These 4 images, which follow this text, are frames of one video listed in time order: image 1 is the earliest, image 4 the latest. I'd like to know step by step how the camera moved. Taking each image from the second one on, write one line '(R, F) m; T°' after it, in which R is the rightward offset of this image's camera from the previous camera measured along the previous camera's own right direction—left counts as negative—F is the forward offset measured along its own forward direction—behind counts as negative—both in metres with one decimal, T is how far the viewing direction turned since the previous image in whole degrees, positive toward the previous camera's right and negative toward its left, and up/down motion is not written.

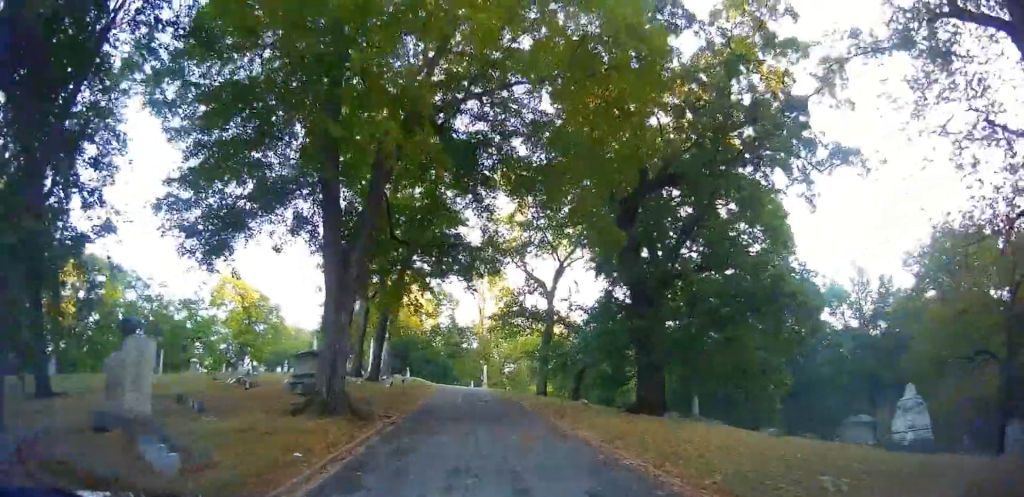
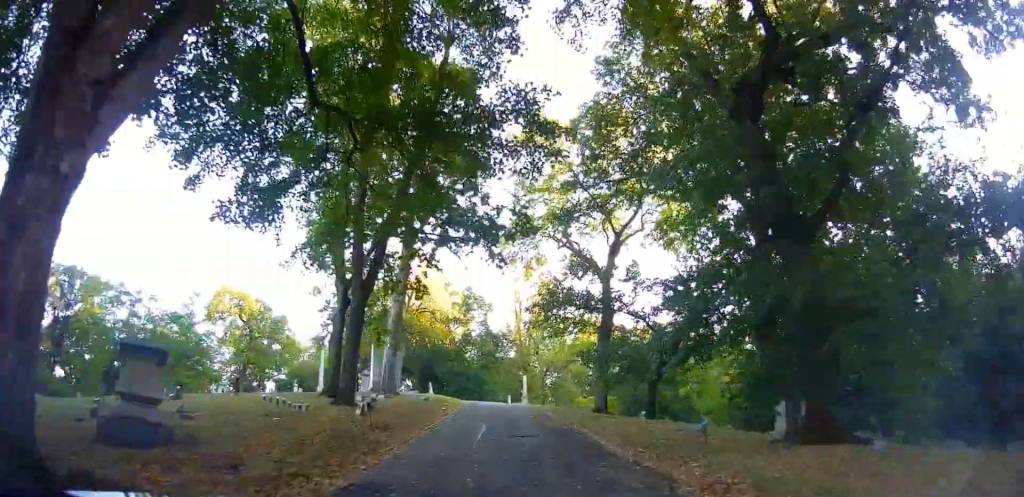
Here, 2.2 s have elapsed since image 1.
(-0.8, +11.2) m; +2°
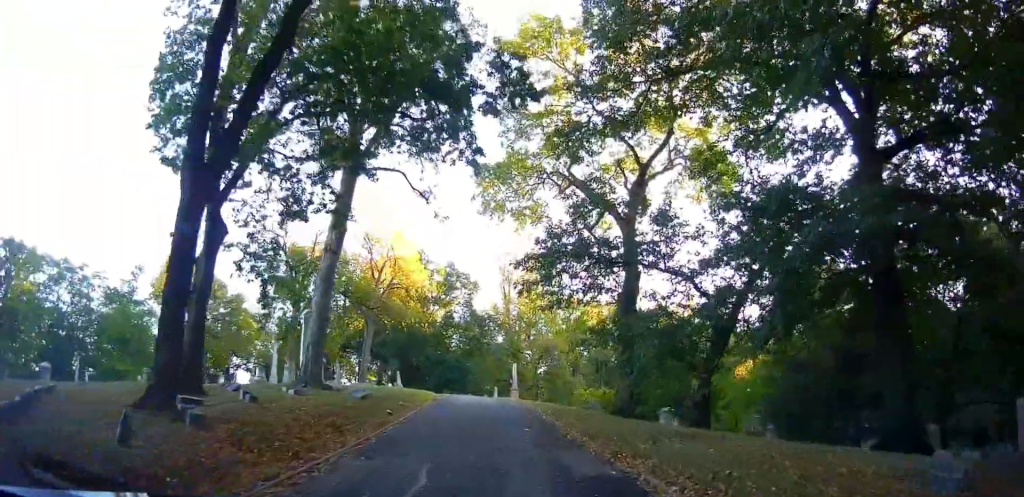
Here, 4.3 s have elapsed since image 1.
(-0.4, +9.7) m; -14°
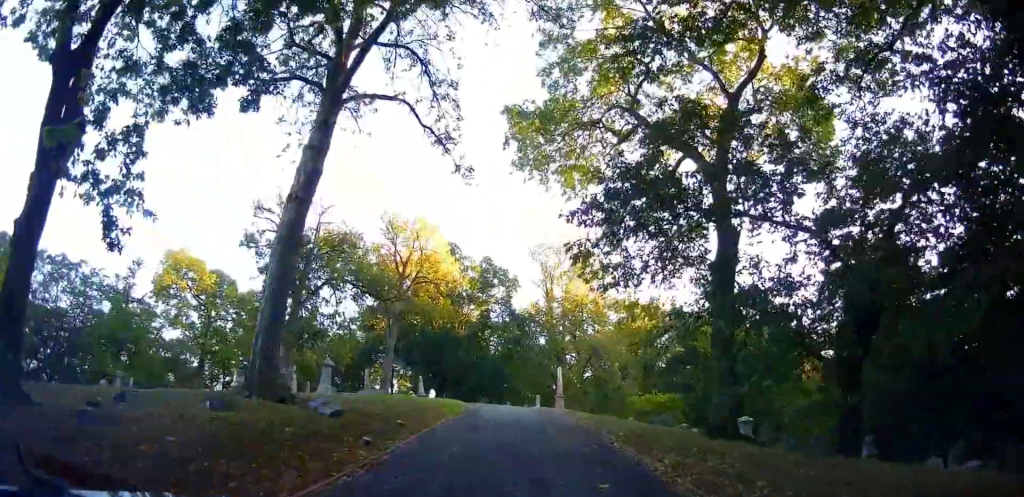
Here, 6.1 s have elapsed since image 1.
(0.0, +7.4) m; 0°
